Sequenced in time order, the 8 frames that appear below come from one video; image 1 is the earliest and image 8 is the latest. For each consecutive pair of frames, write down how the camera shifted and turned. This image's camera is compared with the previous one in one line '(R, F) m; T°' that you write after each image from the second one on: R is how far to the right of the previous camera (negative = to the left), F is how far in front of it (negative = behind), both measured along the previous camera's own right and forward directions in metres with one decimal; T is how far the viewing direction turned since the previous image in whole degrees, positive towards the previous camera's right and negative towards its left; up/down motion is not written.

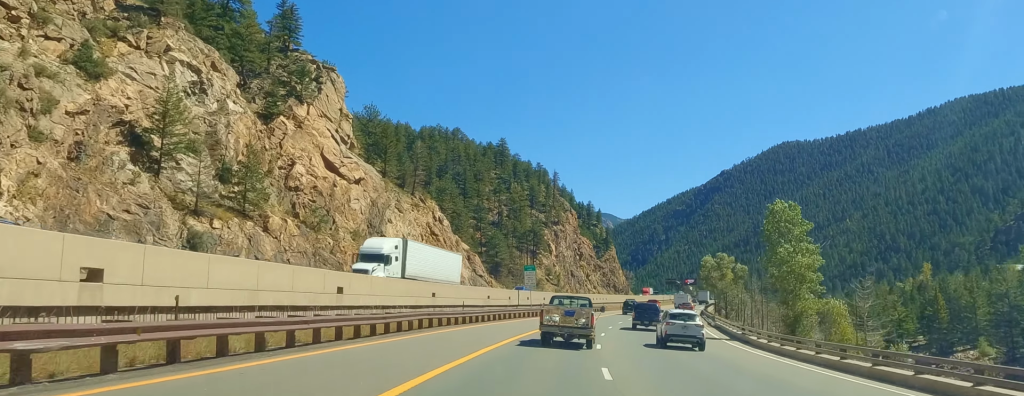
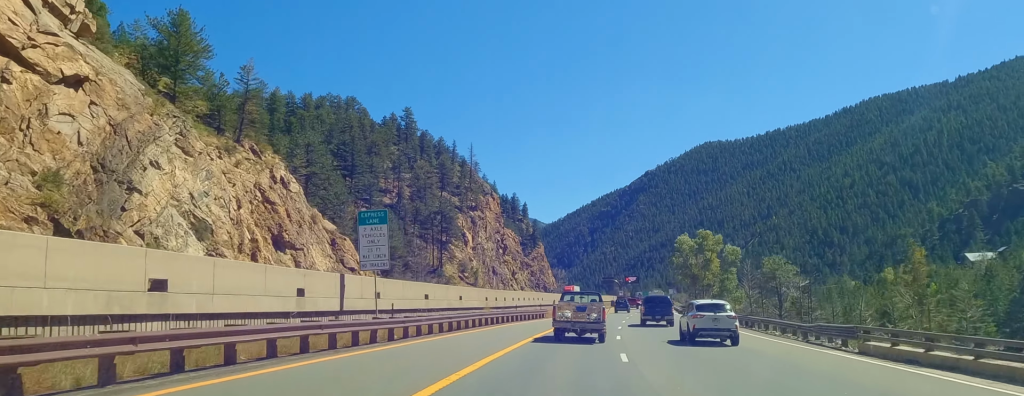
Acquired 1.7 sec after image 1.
(+1.8, +45.9) m; +5°
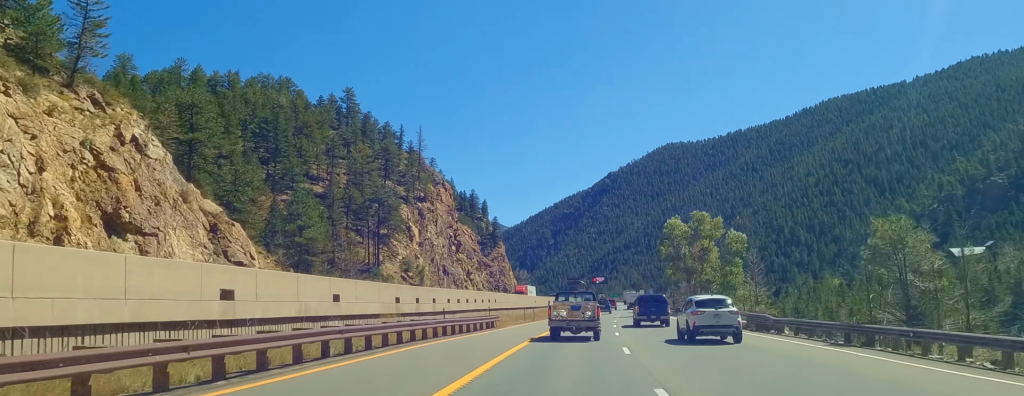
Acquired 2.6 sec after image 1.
(+0.9, +22.1) m; +3°
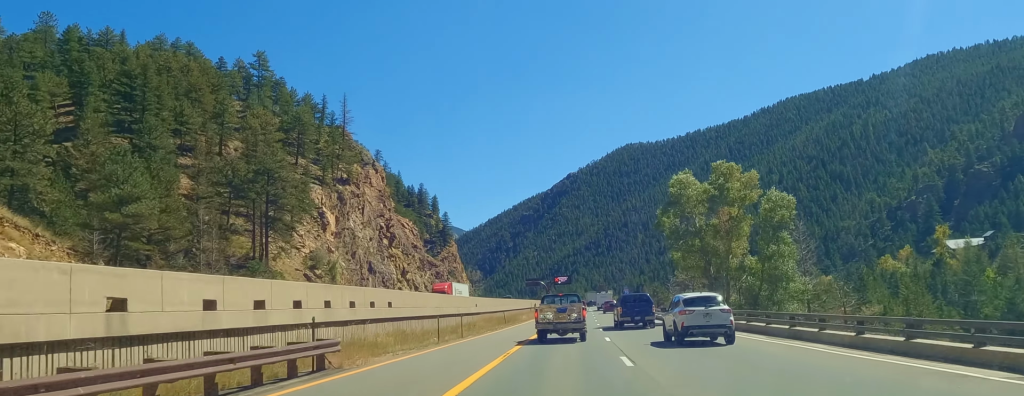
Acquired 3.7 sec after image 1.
(+0.8, +28.9) m; +2°
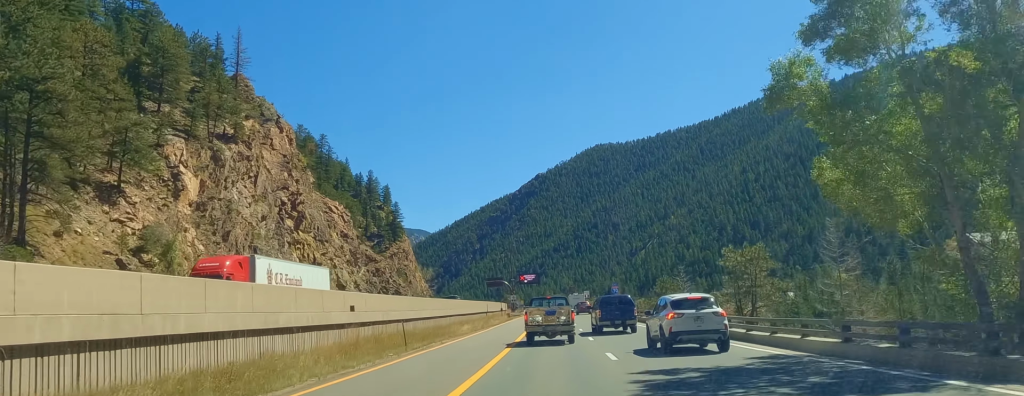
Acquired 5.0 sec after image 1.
(+0.9, +34.0) m; +1°
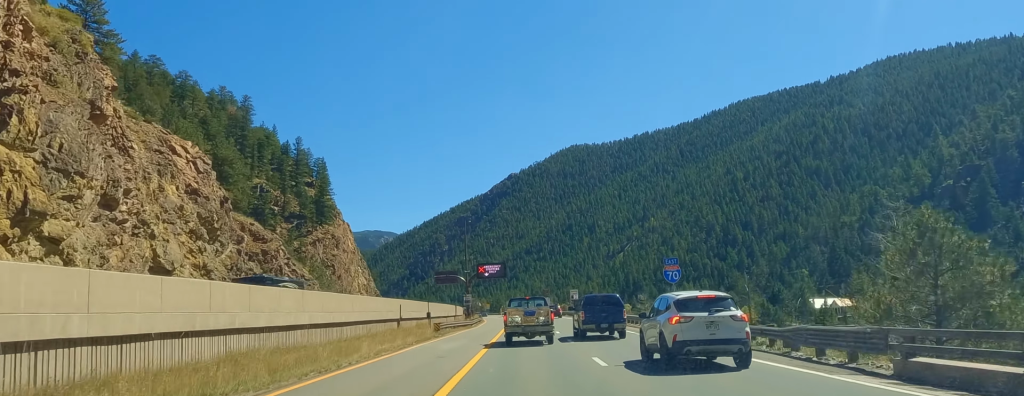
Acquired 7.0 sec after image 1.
(0.0, +51.2) m; 0°
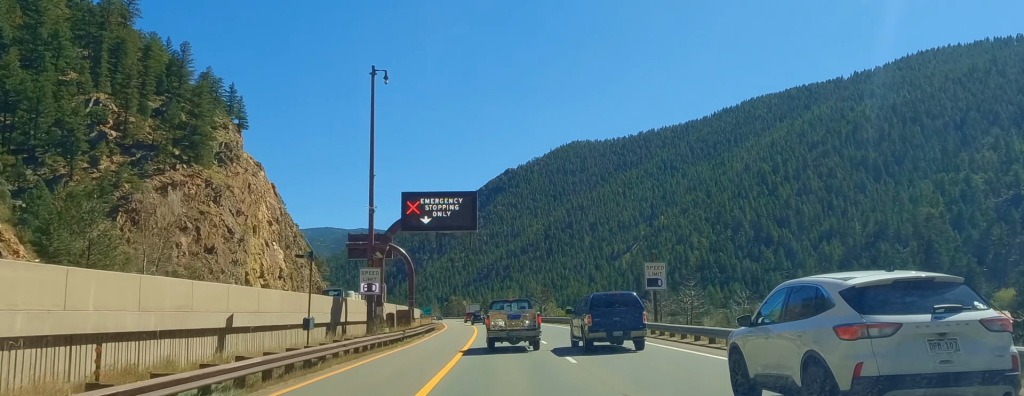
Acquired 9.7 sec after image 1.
(-1.2, +68.8) m; -3°
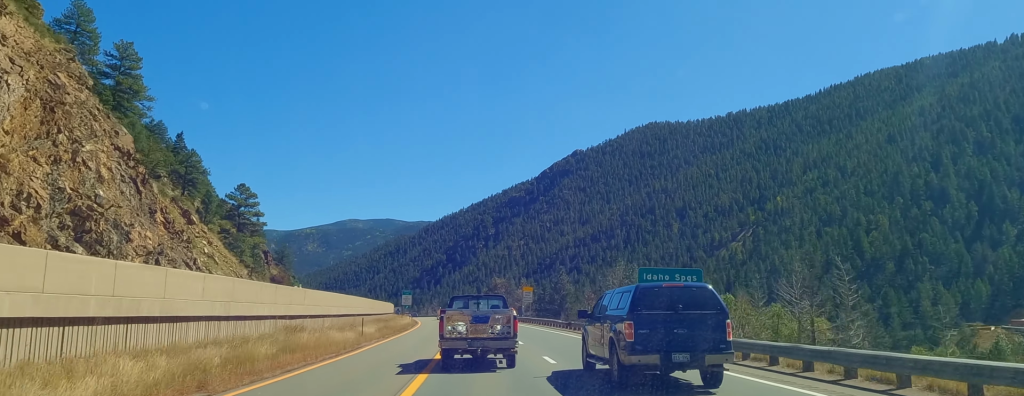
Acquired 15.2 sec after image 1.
(-6.5, +127.9) m; -6°
